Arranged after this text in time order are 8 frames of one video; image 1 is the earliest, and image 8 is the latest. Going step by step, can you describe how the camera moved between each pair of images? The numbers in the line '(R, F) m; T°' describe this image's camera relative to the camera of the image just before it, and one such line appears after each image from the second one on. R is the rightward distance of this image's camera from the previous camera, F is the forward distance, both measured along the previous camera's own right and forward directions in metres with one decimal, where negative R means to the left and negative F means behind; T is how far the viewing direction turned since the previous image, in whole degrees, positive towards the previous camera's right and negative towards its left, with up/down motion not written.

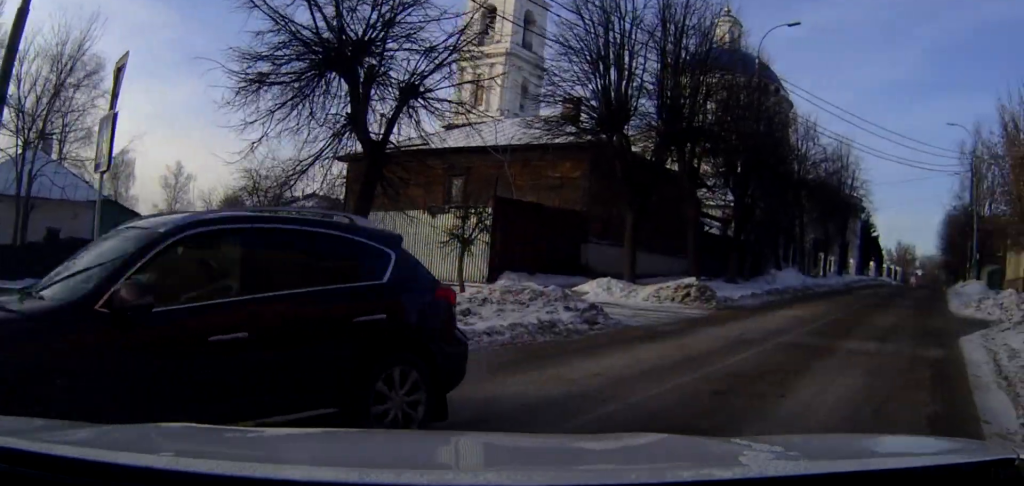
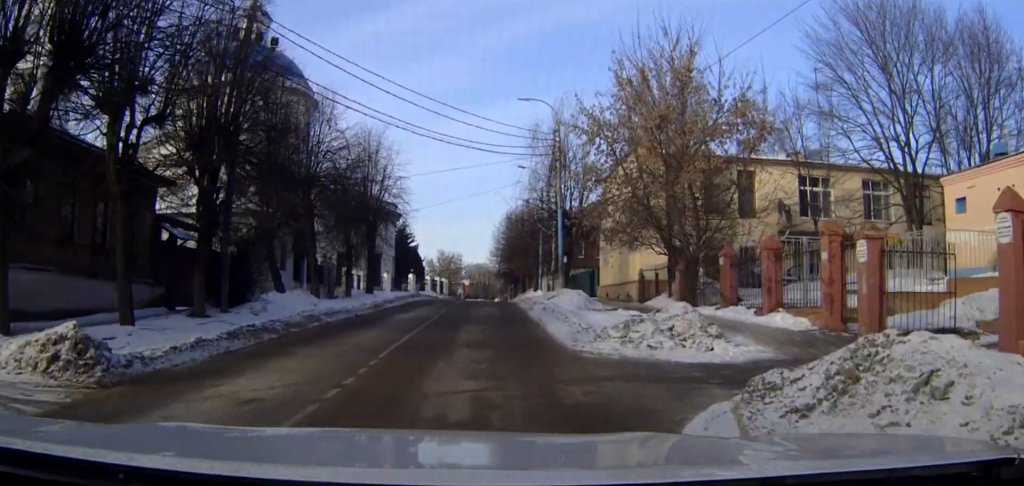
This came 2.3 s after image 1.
(+2.2, +6.5) m; +23°
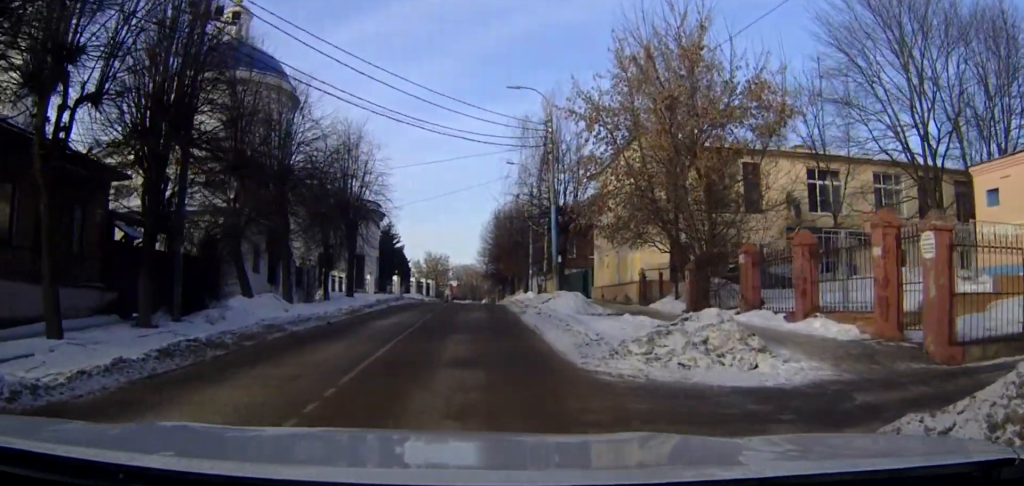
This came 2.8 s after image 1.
(0.0, +2.0) m; +1°
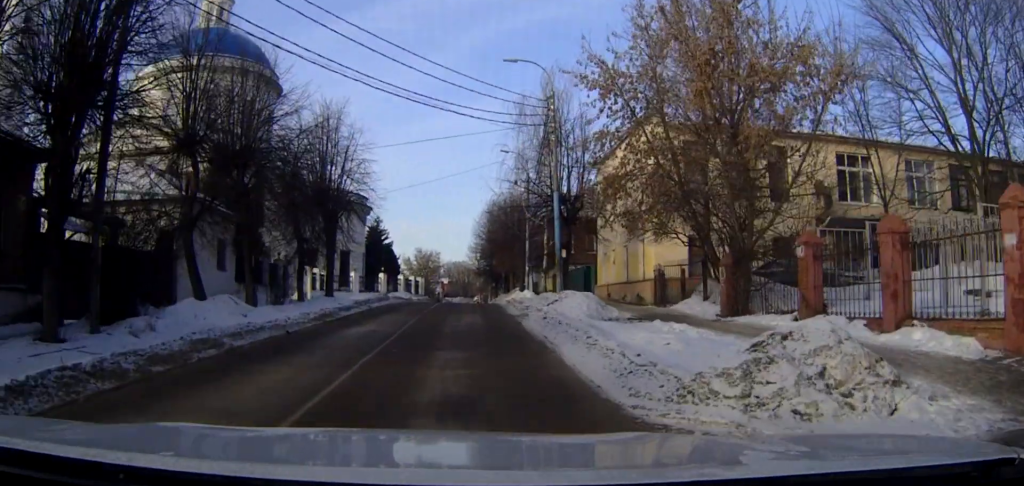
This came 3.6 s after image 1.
(0.0, +3.6) m; +1°
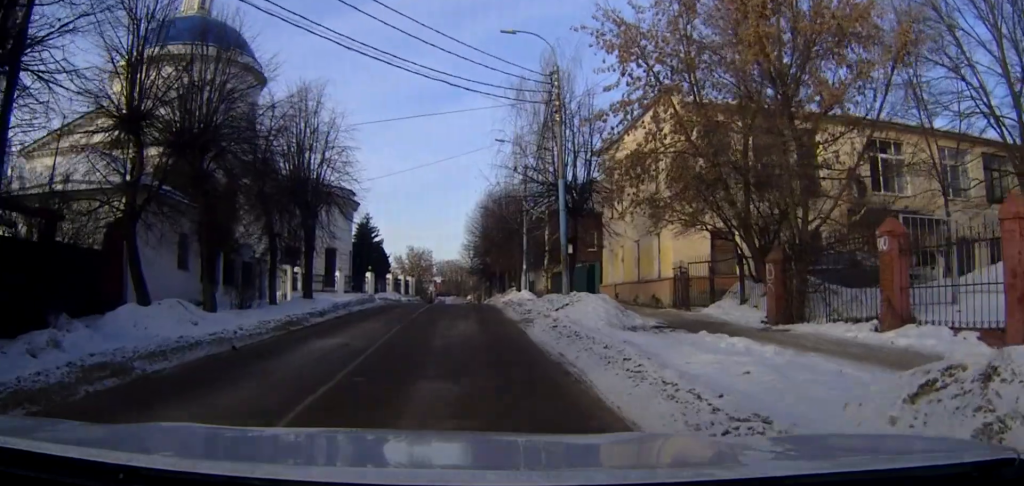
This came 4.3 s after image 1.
(0.0, +3.4) m; 0°
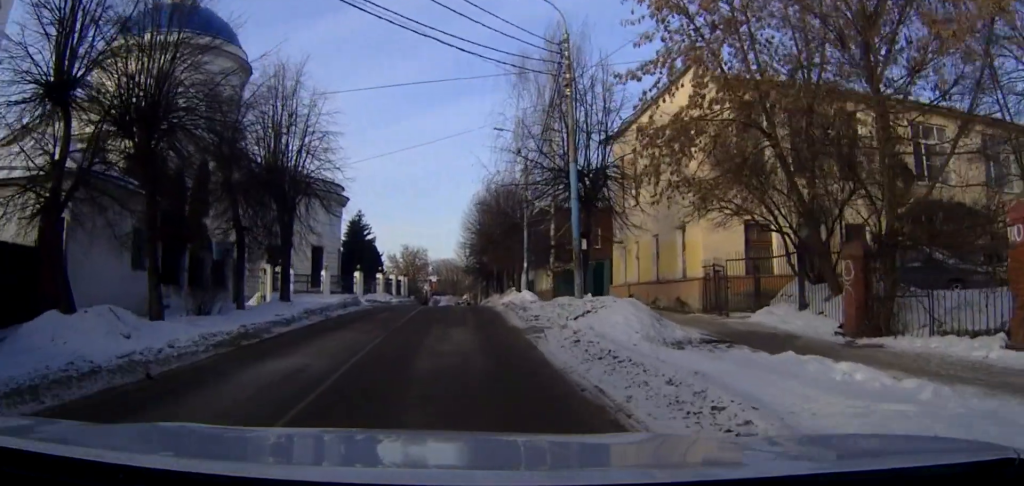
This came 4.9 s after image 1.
(0.0, +3.6) m; 0°
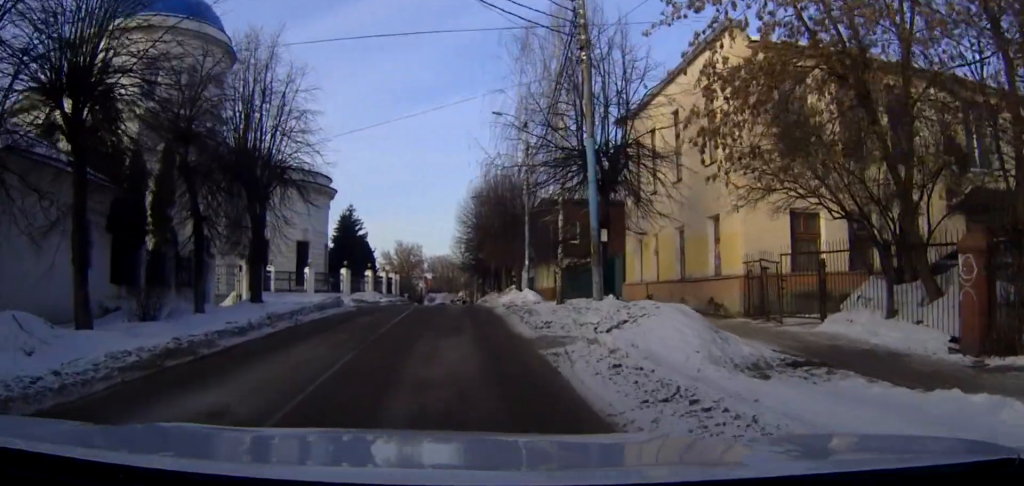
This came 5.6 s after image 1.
(0.0, +3.6) m; 0°
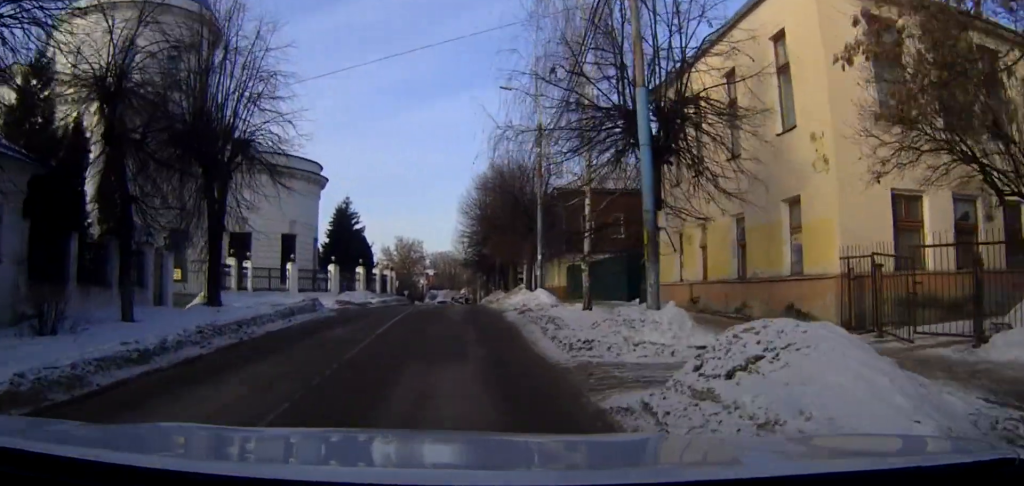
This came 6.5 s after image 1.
(0.0, +5.1) m; 0°
